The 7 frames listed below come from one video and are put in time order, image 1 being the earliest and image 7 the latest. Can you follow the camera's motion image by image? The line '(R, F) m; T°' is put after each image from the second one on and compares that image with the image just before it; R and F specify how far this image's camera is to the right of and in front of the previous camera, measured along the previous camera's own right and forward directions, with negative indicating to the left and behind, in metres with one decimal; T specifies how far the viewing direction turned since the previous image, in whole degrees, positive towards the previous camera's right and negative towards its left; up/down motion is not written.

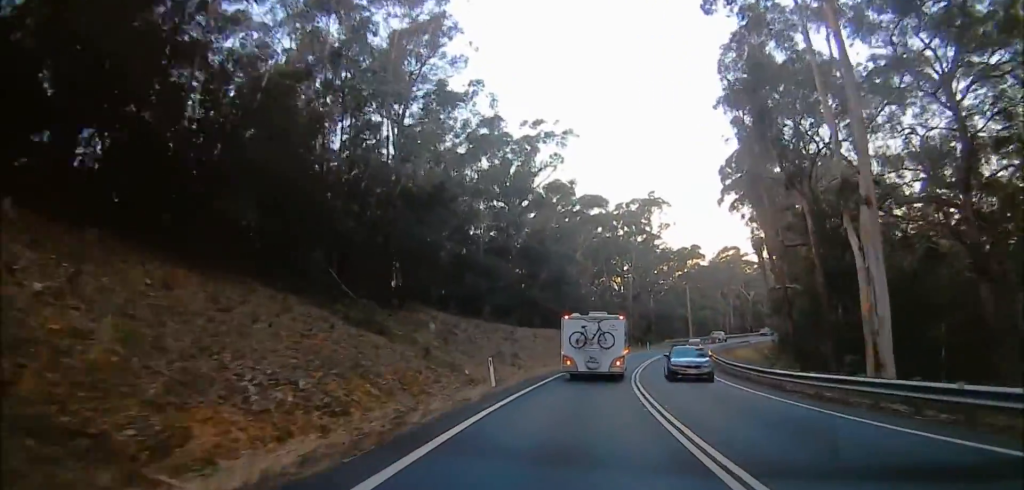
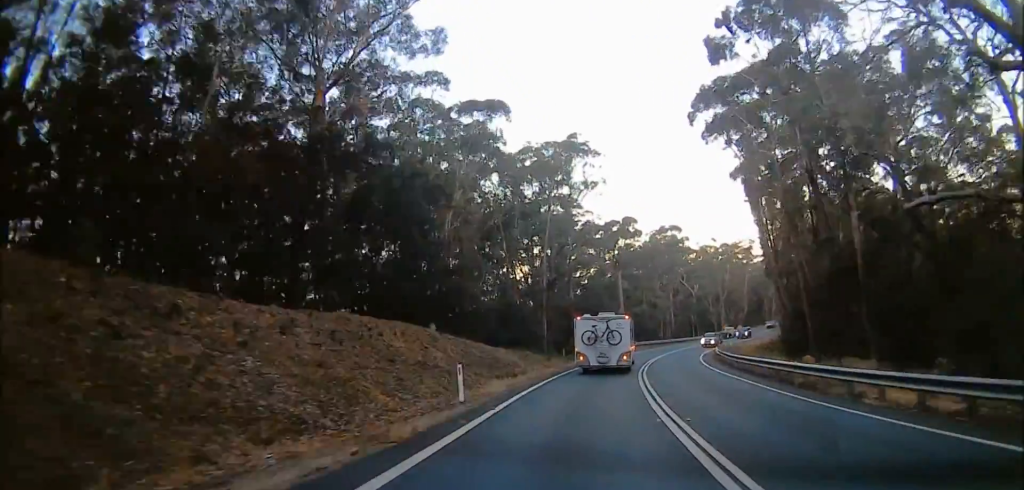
(+1.1, +38.8) m; +2°
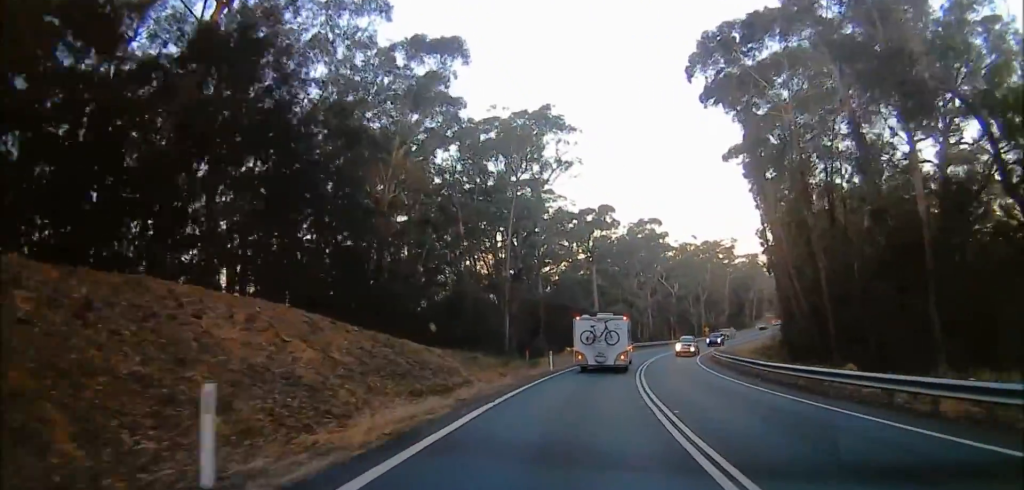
(0.0, +11.1) m; 0°
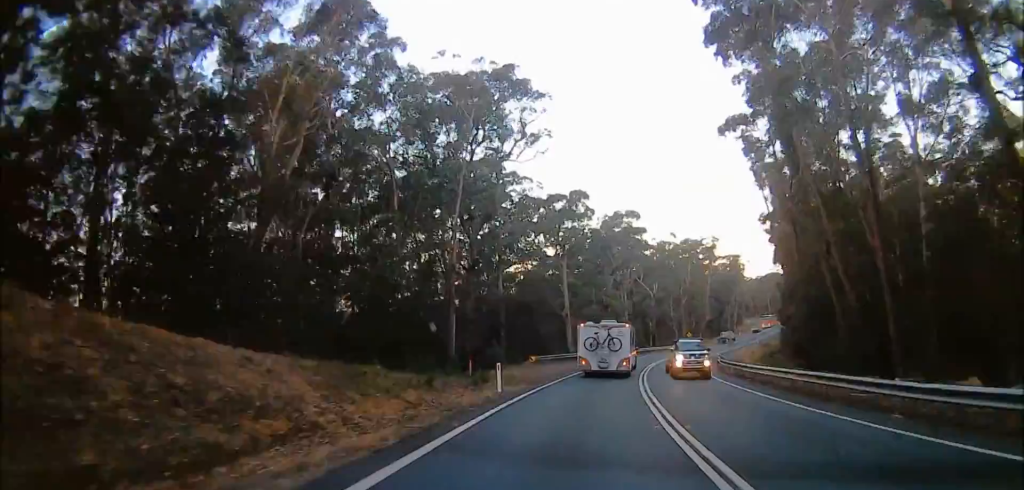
(0.0, +12.5) m; 0°
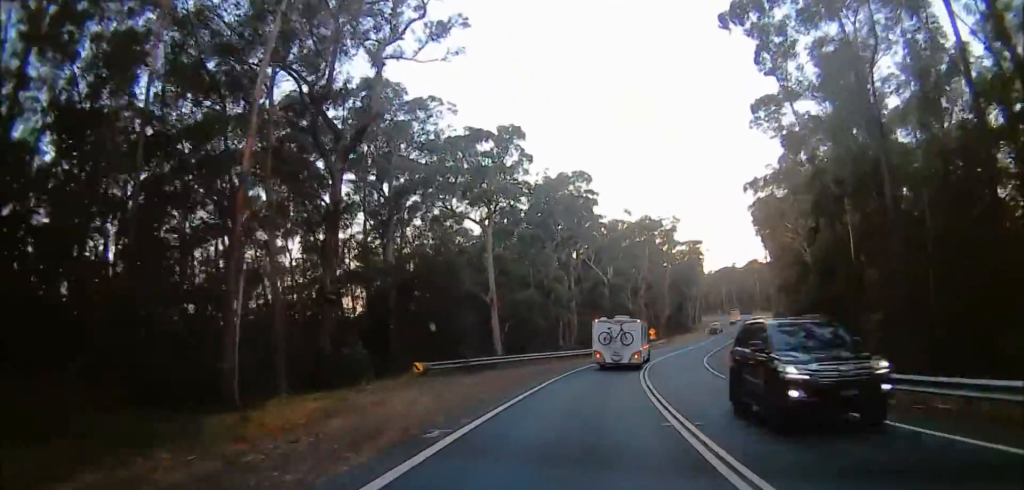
(0.0, +24.4) m; 0°
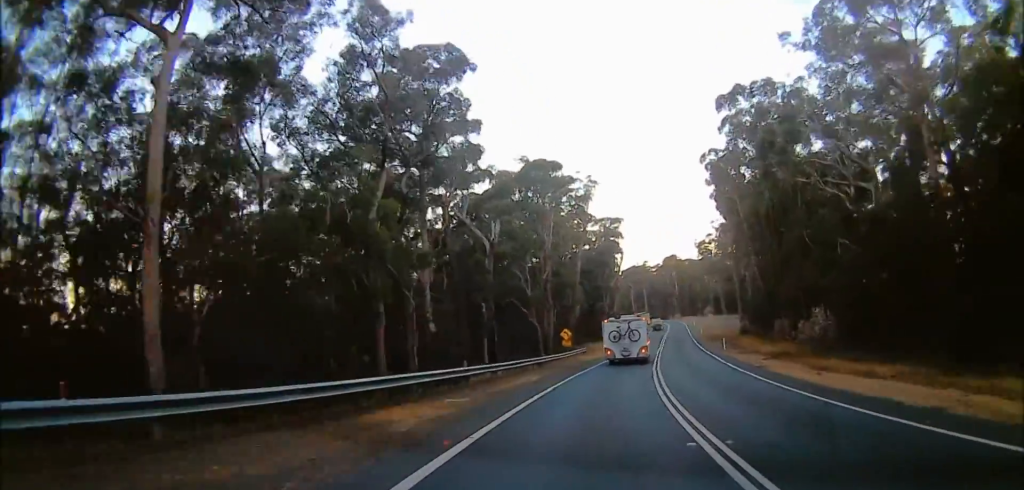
(+0.9, +38.1) m; +11°
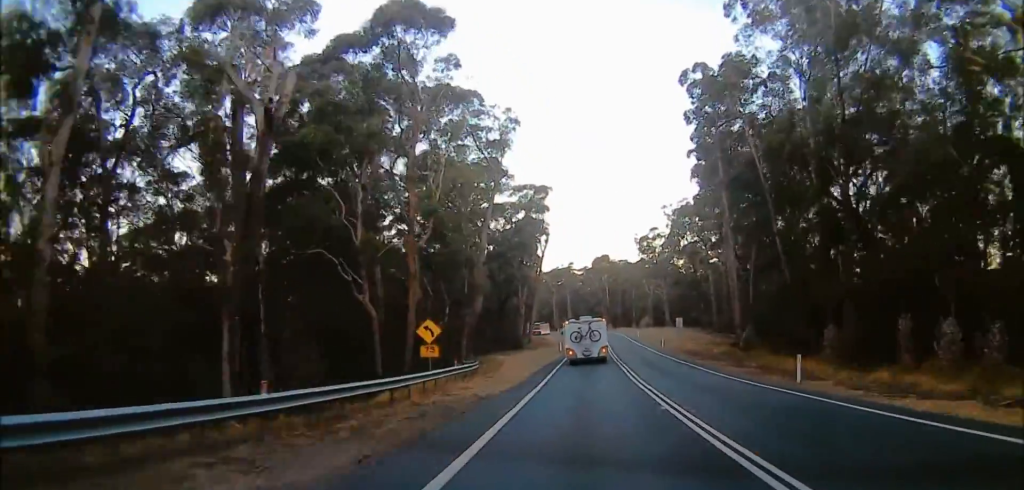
(+4.6, +30.3) m; +9°
